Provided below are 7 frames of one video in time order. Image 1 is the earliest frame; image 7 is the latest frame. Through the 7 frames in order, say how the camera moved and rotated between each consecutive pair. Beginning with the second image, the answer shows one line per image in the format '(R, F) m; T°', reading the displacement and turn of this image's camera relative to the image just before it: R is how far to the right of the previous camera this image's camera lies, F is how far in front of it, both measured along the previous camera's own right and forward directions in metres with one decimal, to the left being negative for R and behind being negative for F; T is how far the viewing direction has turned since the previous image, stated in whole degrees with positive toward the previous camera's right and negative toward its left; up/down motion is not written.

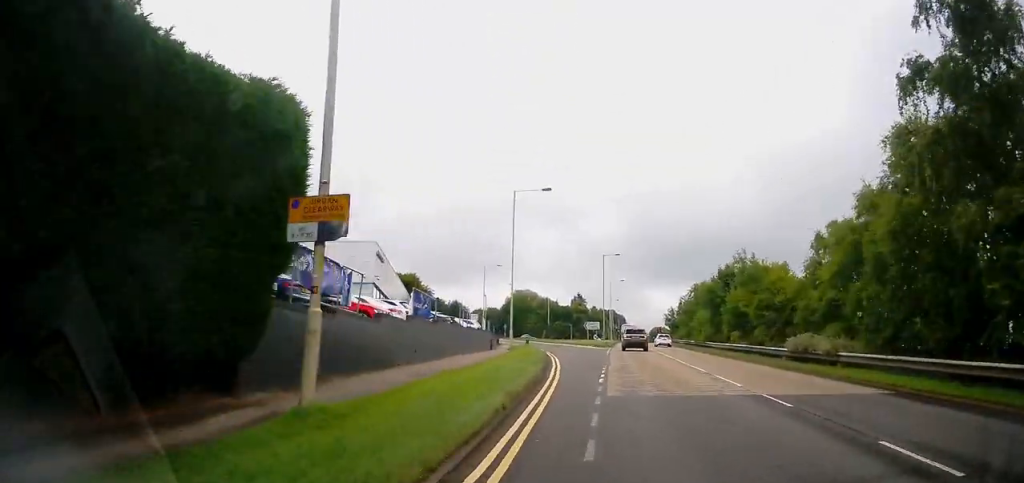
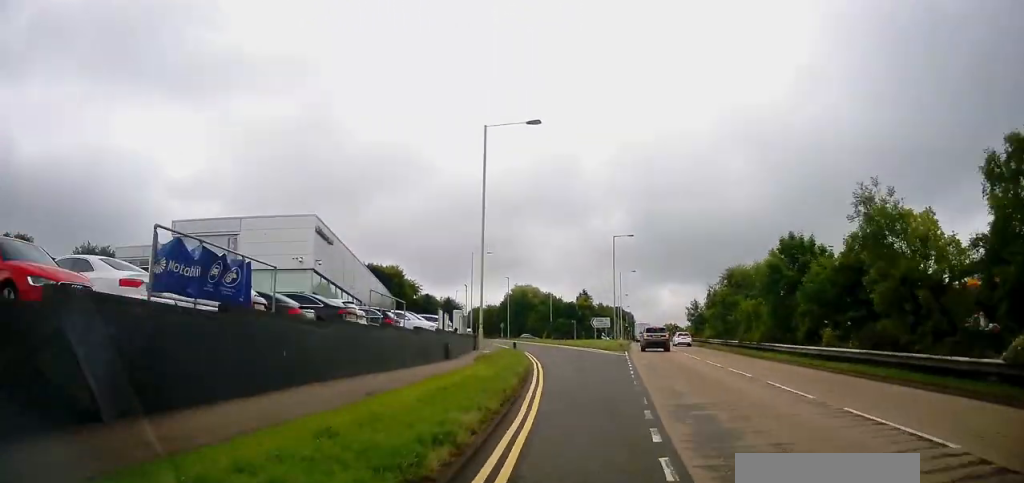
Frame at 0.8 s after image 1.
(+0.1, +14.9) m; -2°
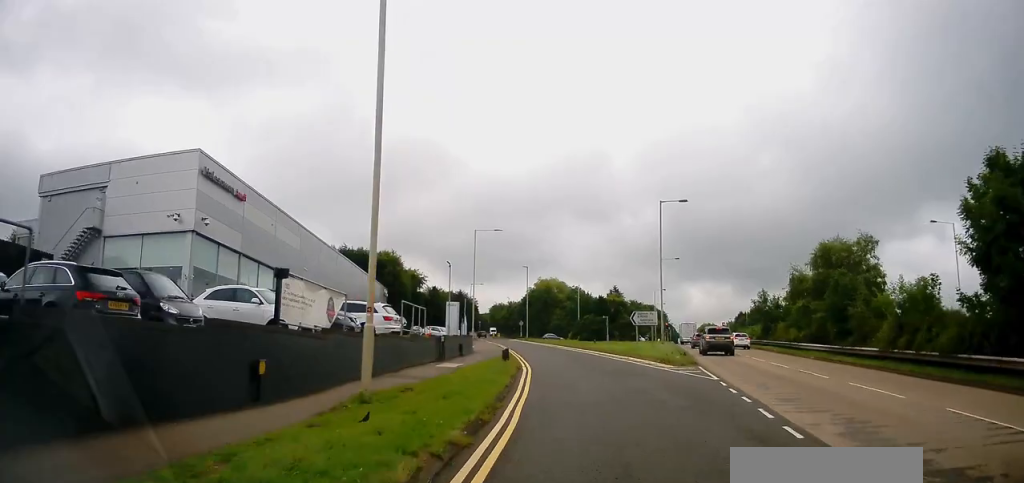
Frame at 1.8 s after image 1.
(-0.6, +18.4) m; -2°
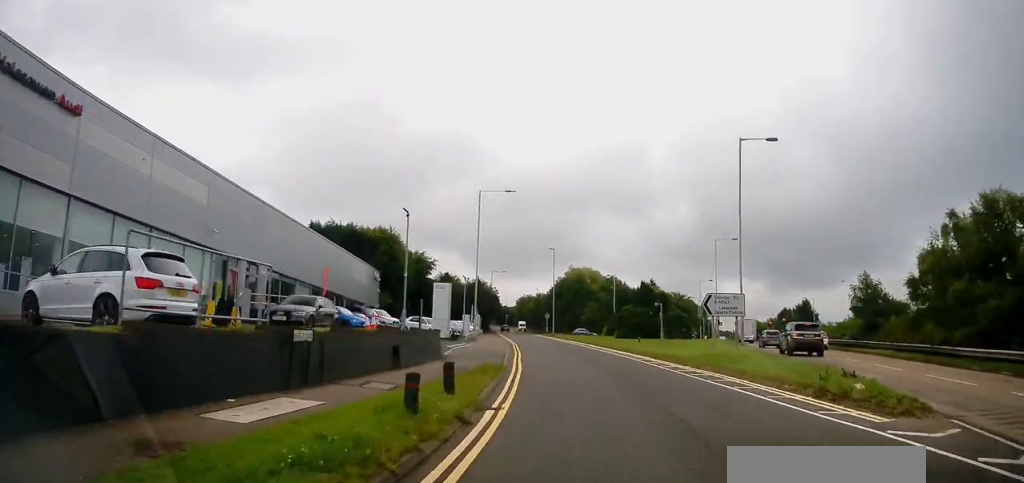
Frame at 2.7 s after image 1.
(-0.1, +16.5) m; -3°
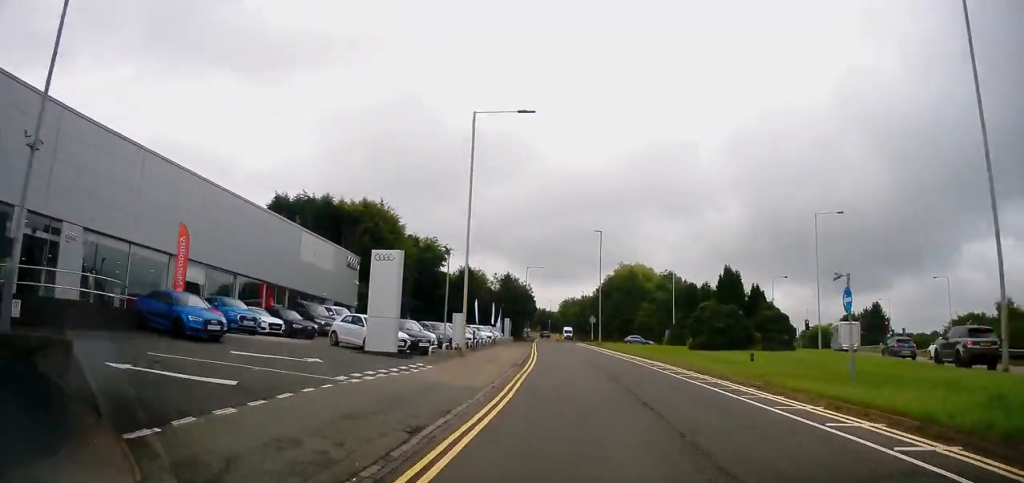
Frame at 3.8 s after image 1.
(-0.9, +19.3) m; -6°
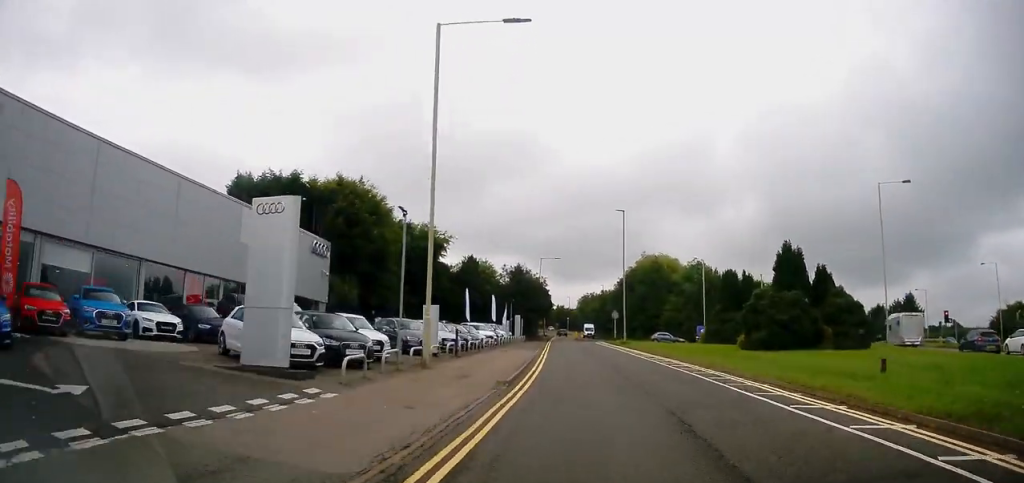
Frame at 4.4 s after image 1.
(-0.4, +9.5) m; -2°
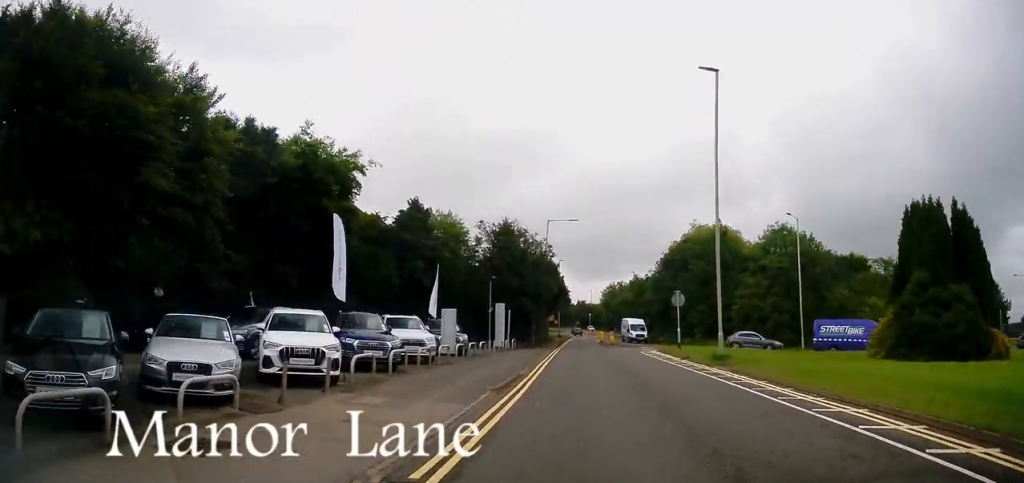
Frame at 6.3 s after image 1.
(-0.5, +30.6) m; -1°
